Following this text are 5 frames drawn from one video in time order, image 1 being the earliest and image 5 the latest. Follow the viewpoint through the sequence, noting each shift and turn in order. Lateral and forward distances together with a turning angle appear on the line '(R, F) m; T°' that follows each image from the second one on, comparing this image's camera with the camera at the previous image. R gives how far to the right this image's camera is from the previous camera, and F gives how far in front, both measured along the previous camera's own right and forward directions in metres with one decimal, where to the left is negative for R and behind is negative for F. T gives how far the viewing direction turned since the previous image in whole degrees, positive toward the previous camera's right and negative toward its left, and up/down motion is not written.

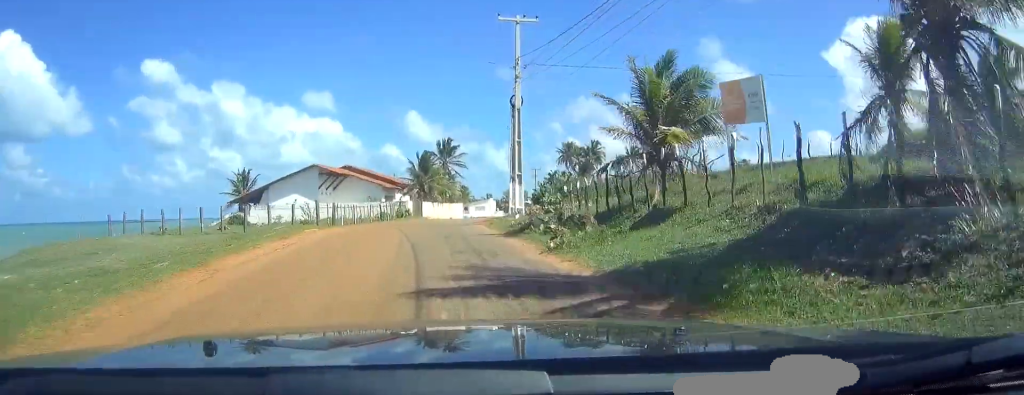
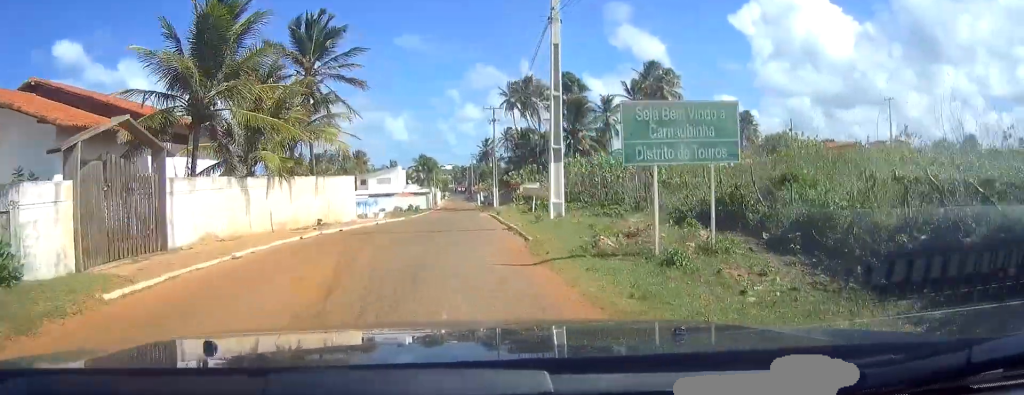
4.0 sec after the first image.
(+3.7, +56.3) m; +8°
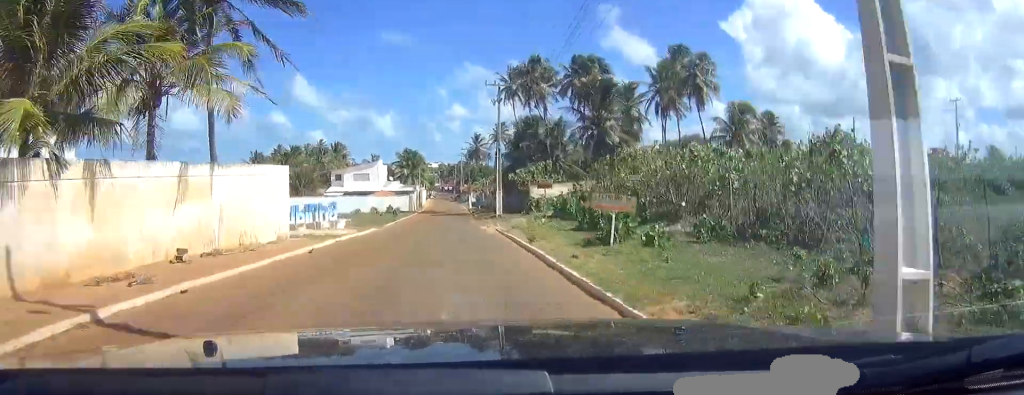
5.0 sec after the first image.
(+0.4, +15.6) m; +1°
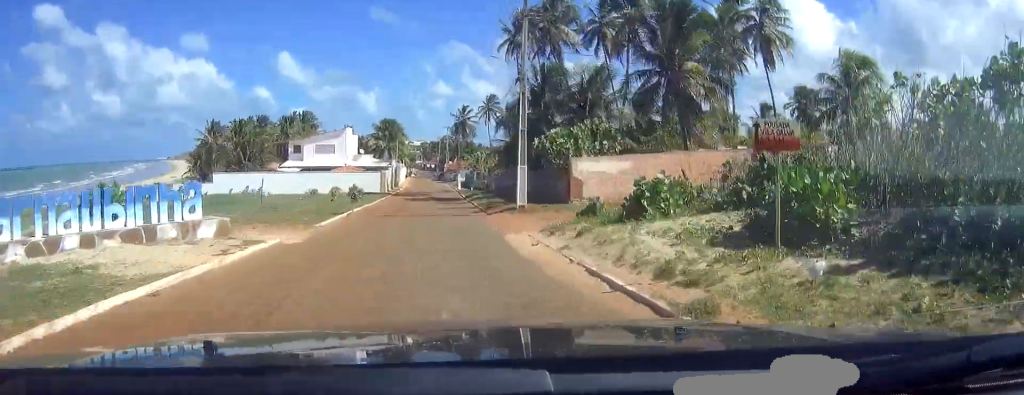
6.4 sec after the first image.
(+0.3, +20.2) m; +1°
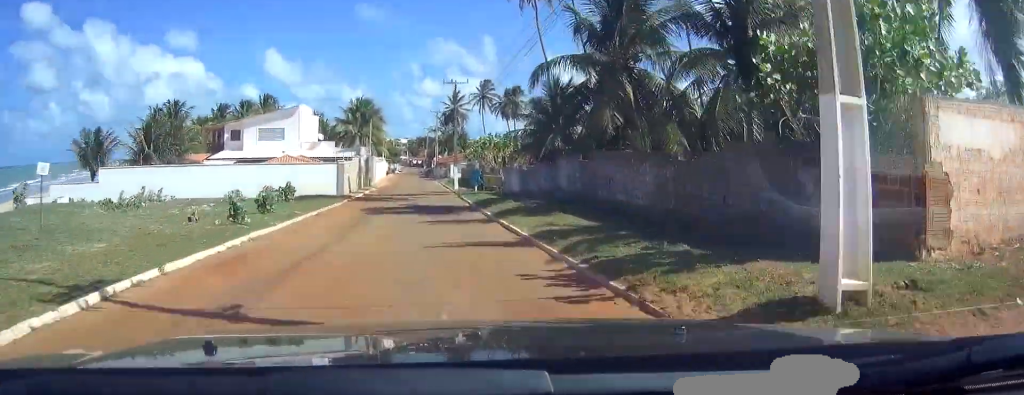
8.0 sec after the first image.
(+0.1, +21.3) m; 0°
